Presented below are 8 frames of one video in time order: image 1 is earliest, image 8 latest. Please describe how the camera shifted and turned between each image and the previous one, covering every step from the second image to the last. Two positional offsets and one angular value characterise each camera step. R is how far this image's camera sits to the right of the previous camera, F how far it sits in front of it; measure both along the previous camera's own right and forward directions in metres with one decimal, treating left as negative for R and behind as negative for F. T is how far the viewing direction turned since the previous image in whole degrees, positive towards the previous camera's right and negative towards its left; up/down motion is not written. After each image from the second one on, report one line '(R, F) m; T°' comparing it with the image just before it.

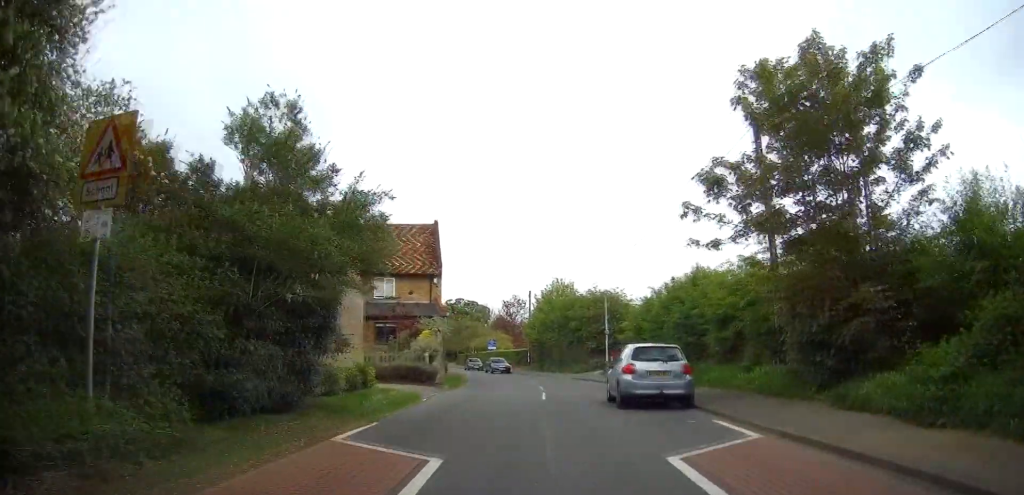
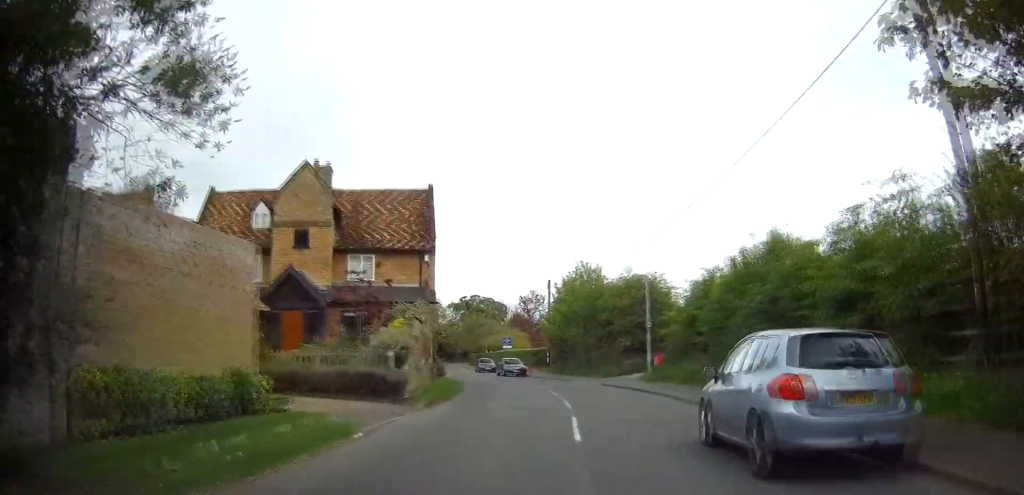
(0.0, +9.1) m; 0°
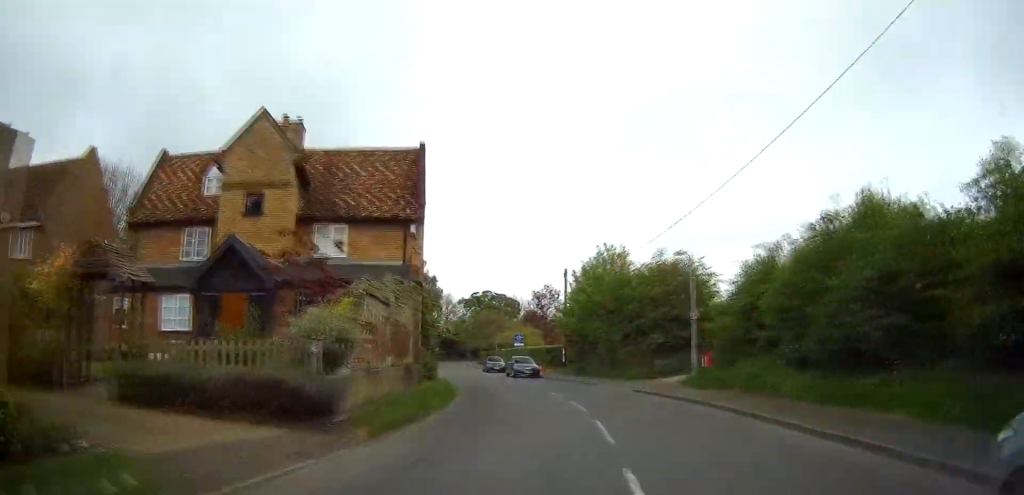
(0.0, +6.7) m; -1°
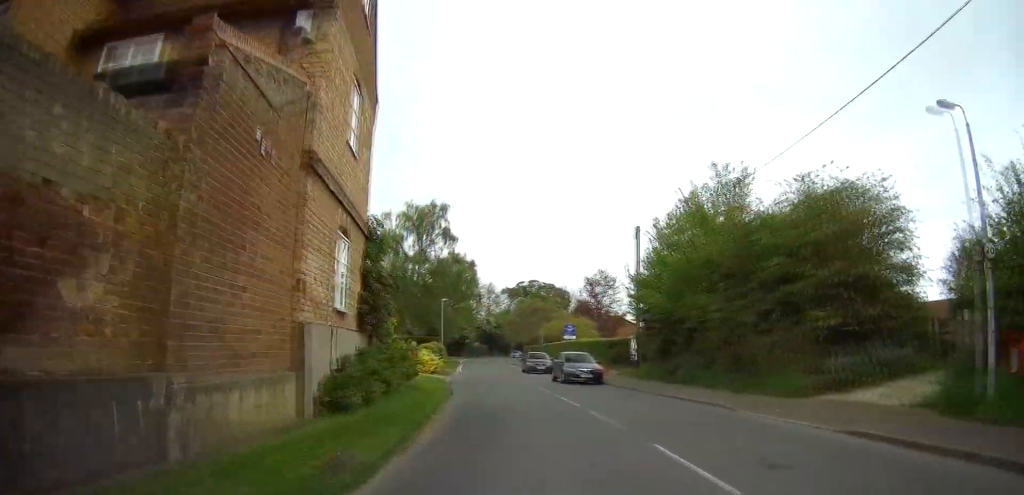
(-0.5, +15.5) m; -4°
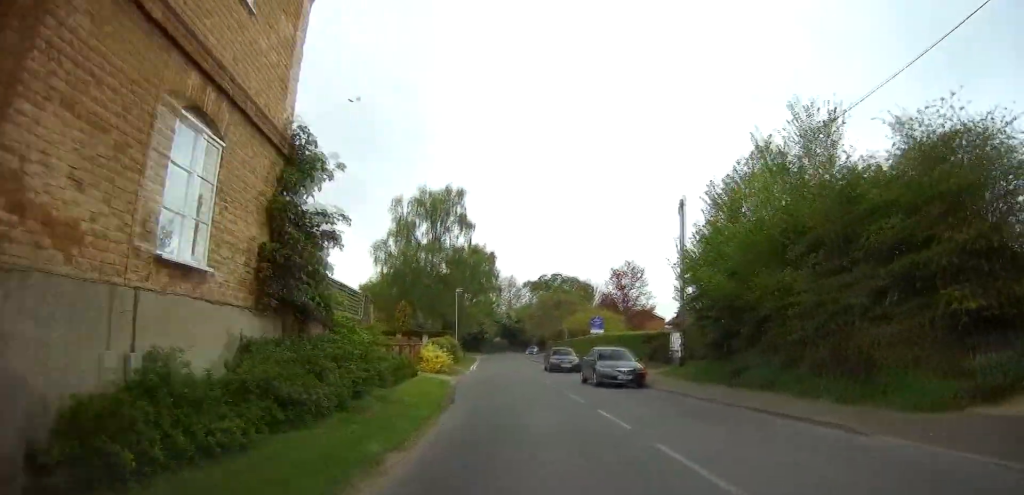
(-0.1, +6.0) m; -1°
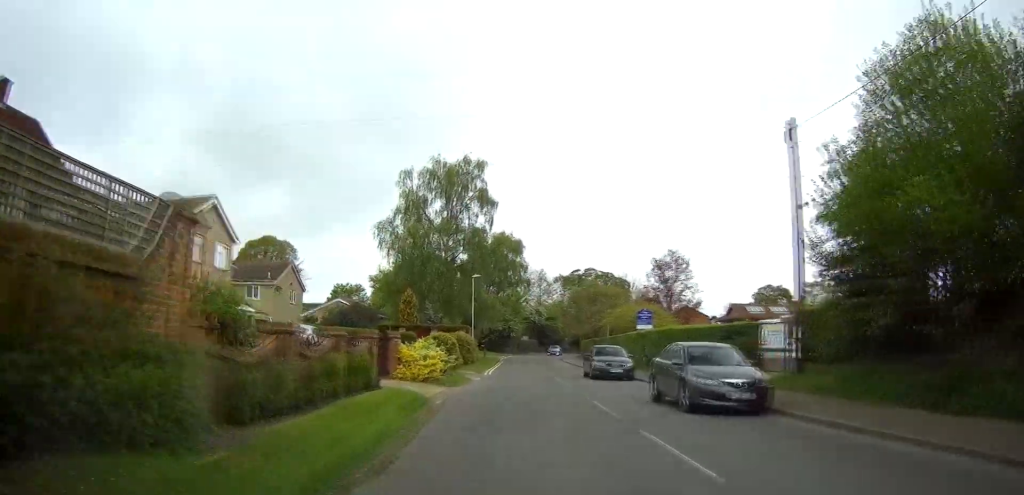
(-0.2, +10.8) m; -2°
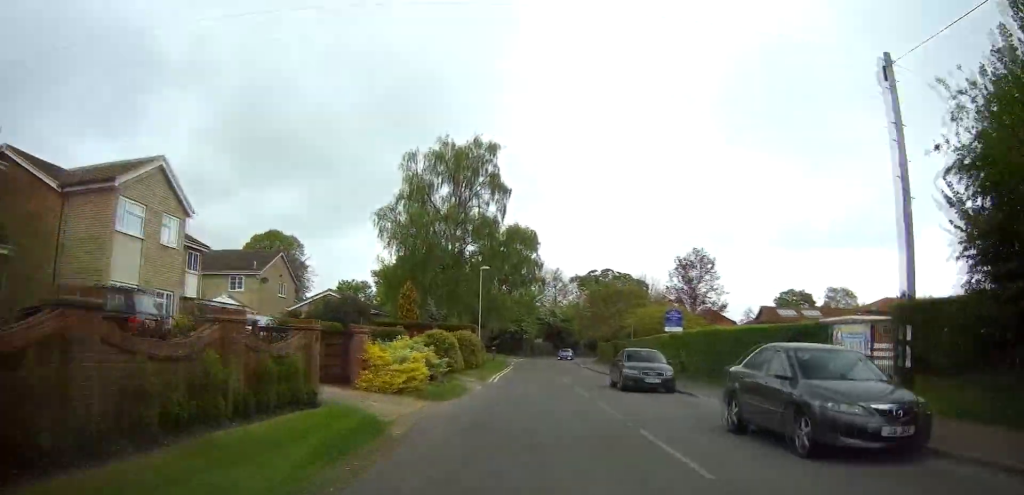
(0.0, +5.7) m; -1°
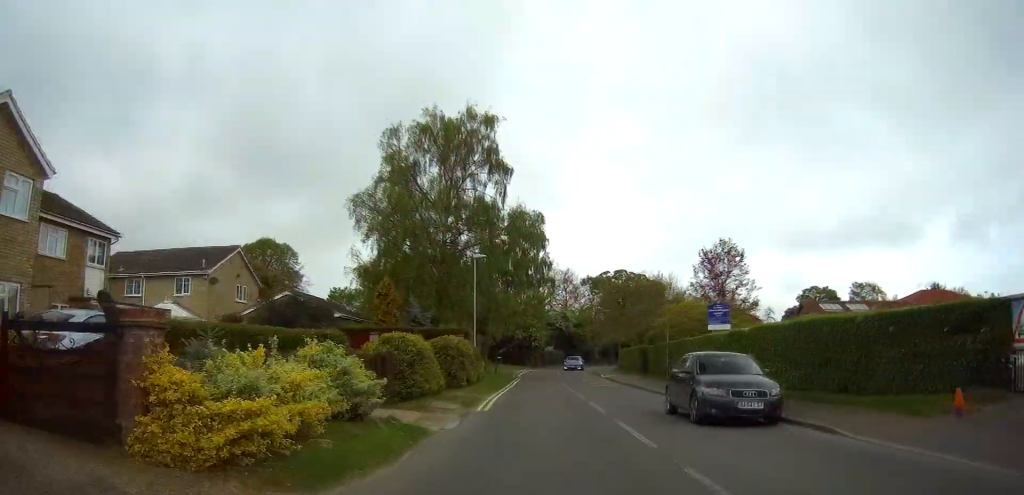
(-0.2, +9.2) m; -2°
